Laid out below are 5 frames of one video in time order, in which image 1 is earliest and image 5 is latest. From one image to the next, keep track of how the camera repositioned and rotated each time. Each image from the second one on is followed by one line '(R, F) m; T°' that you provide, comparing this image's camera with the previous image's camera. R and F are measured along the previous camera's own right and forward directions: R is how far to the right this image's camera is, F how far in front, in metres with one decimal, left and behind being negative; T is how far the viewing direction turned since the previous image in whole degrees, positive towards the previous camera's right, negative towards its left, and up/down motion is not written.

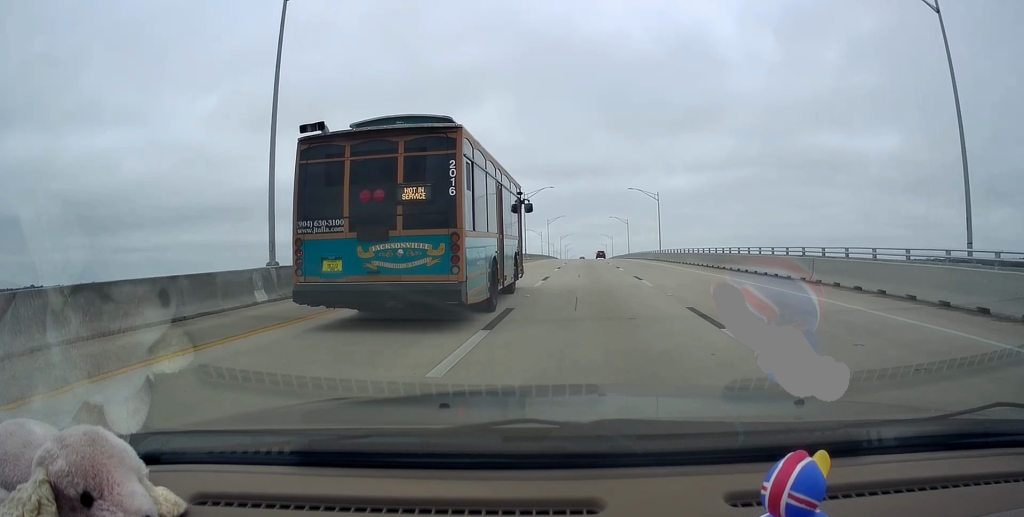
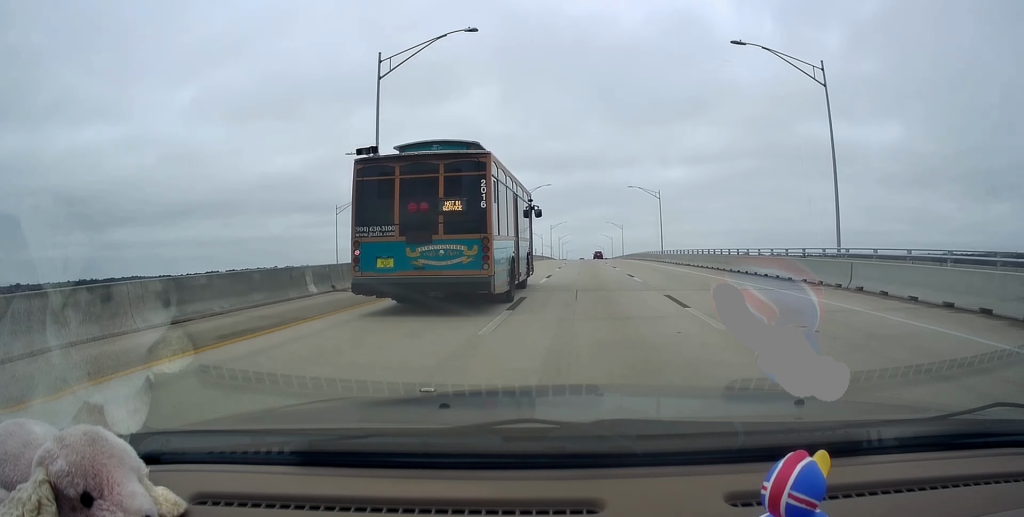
(+0.5, +58.0) m; +1°
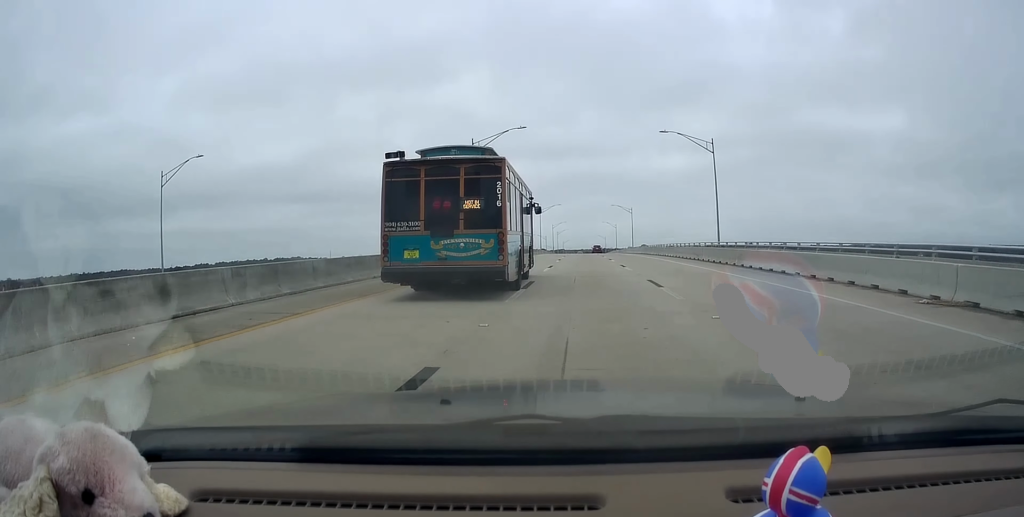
(+0.4, +32.6) m; 0°
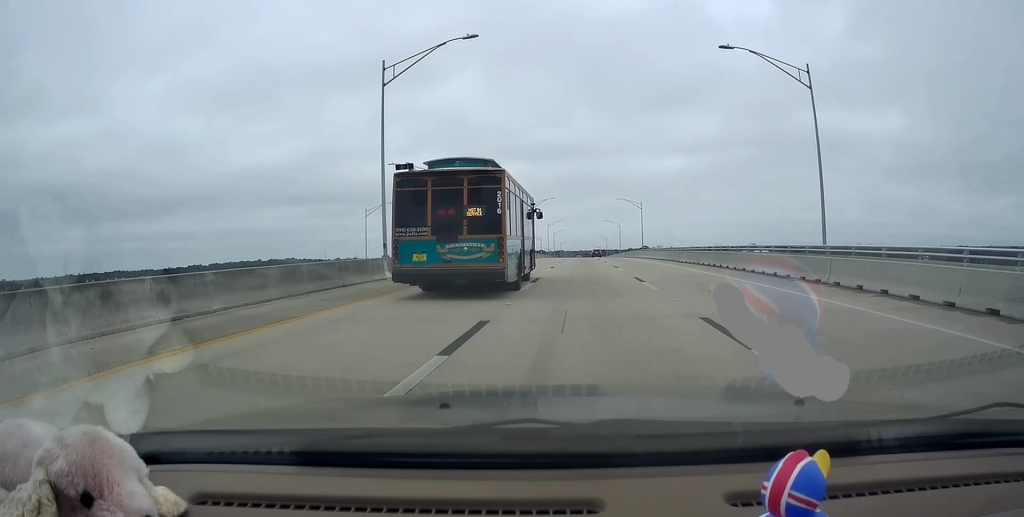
(-0.3, +20.6) m; 0°
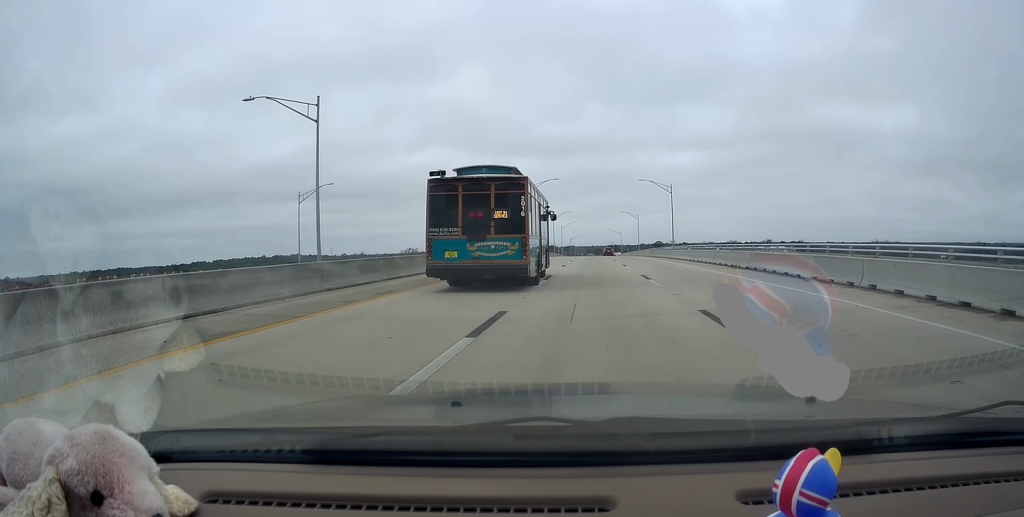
(+0.3, +23.4) m; 0°
